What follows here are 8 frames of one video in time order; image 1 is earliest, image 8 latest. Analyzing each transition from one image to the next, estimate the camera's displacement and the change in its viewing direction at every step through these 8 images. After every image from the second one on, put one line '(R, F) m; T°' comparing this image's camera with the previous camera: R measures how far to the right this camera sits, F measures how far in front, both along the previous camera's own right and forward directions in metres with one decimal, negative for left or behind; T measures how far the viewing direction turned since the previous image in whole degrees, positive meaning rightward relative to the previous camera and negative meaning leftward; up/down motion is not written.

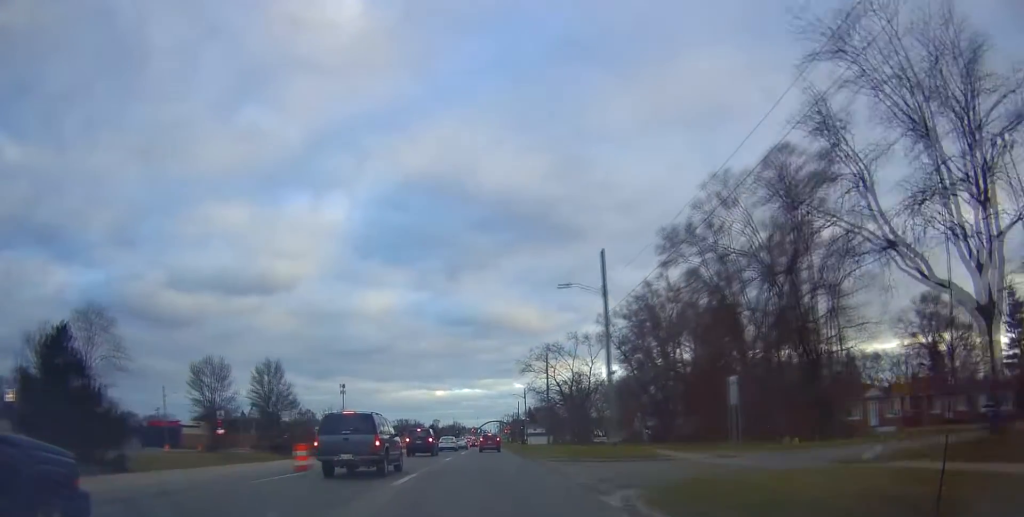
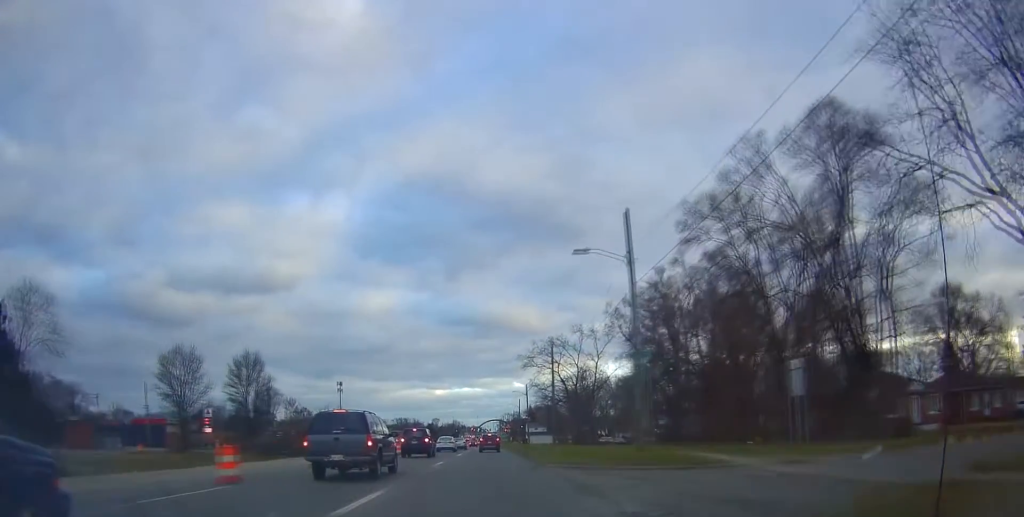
(-0.2, +6.1) m; 0°
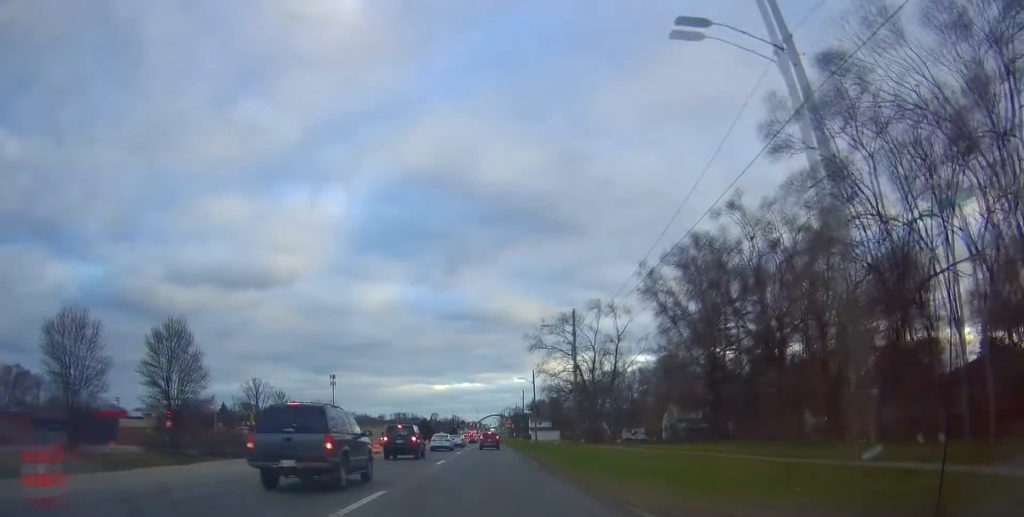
(-0.3, +15.9) m; 0°
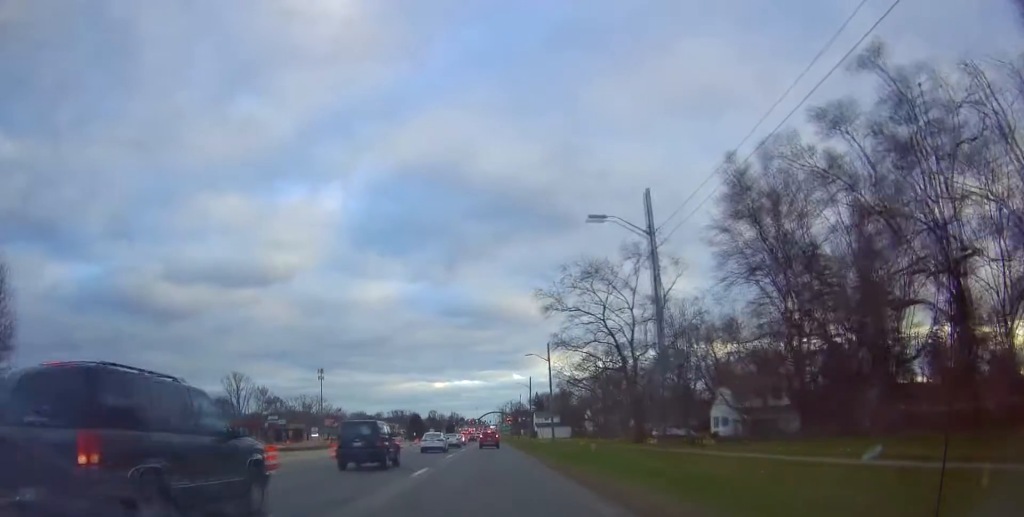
(-0.1, +22.2) m; 0°
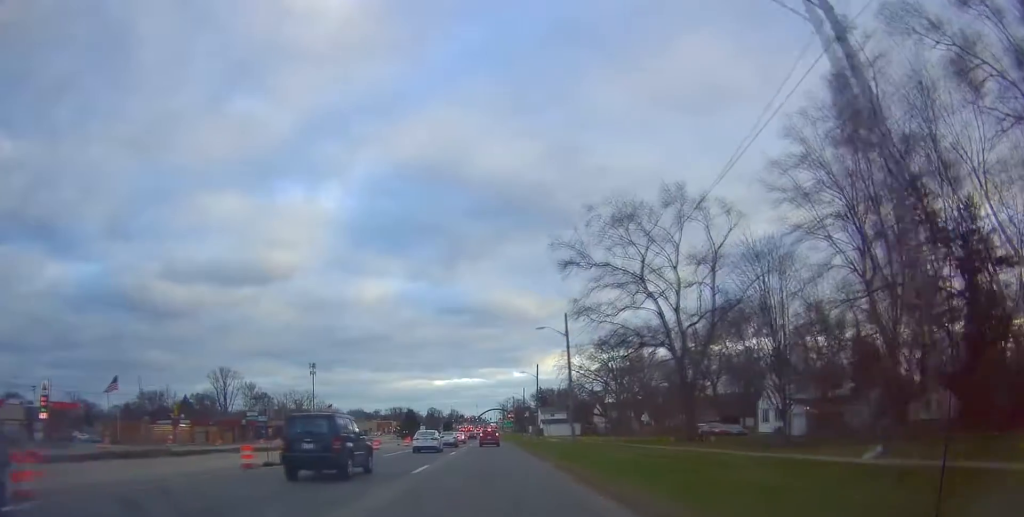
(+0.4, +14.2) m; +1°
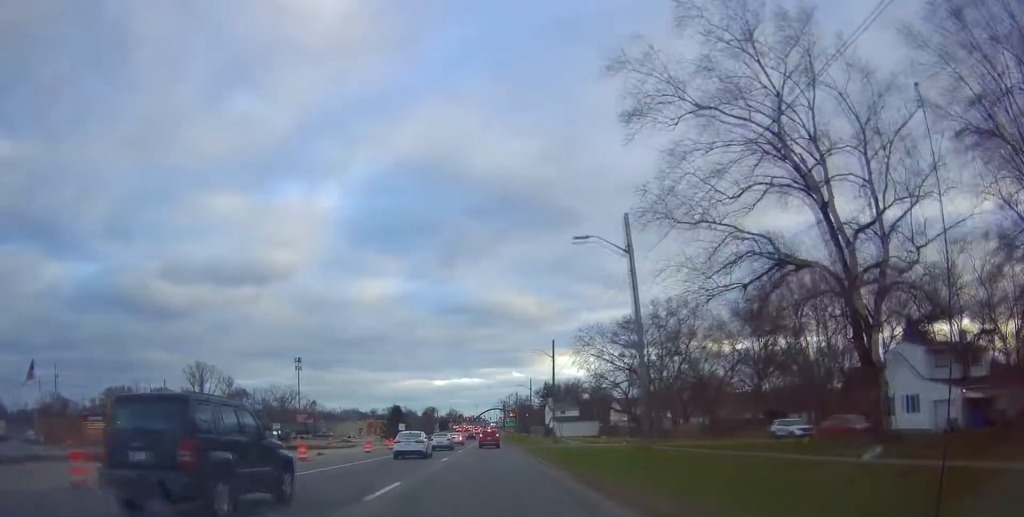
(0.0, +21.4) m; +1°
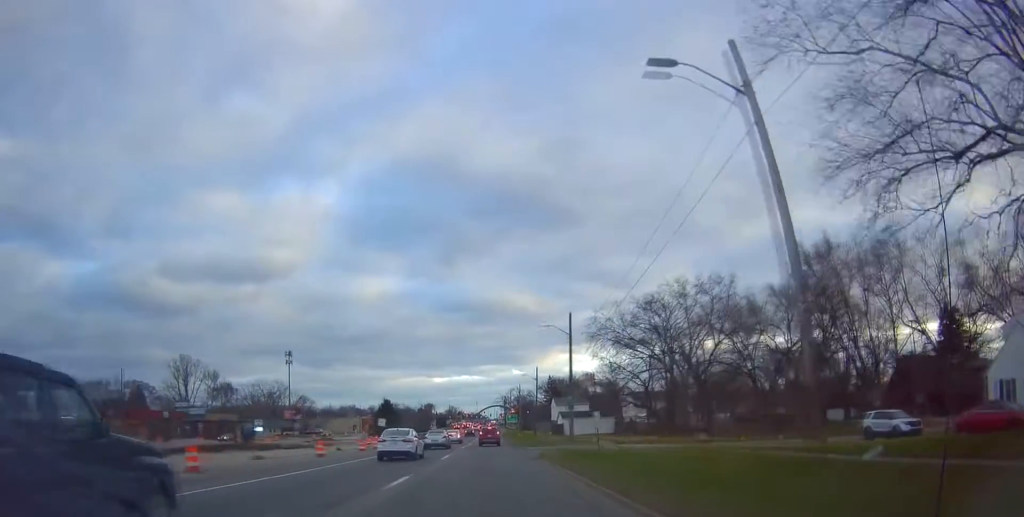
(+0.3, +13.1) m; -1°
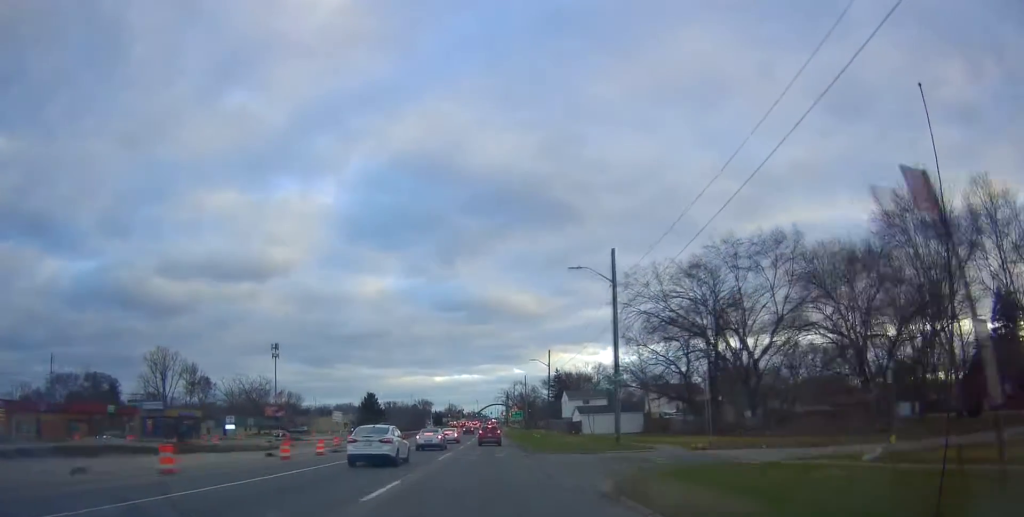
(-0.6, +17.6) m; -3°
